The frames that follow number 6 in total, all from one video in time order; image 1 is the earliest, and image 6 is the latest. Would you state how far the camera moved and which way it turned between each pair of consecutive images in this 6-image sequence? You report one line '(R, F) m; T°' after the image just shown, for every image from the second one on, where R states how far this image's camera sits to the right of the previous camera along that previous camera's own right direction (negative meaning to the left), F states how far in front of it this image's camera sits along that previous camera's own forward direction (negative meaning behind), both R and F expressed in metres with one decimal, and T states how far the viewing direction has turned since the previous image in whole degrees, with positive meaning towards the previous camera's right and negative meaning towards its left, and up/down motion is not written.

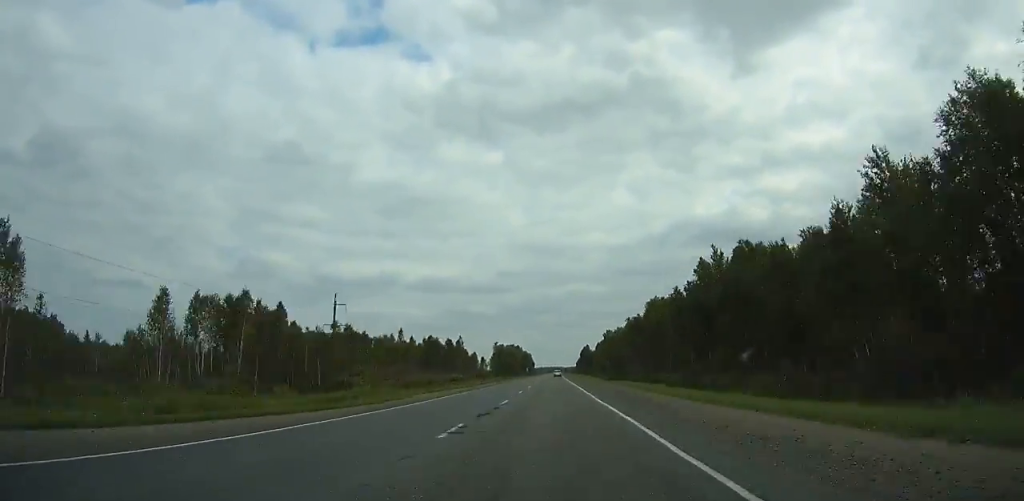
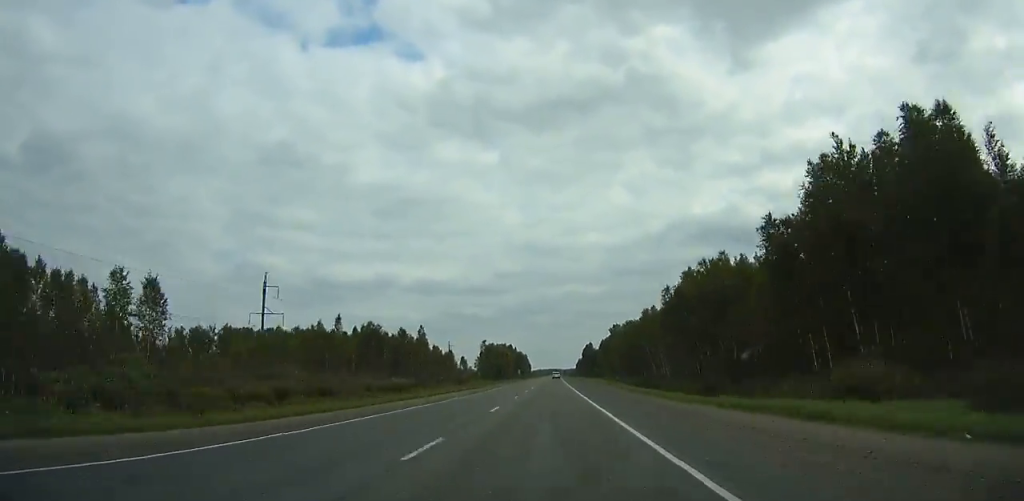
(+0.8, +38.5) m; 0°
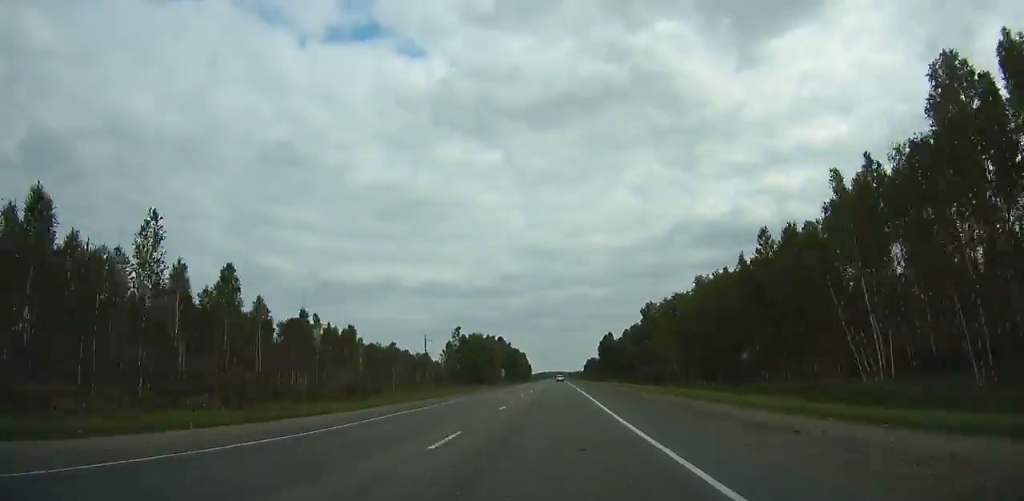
(-2.0, +71.2) m; -1°
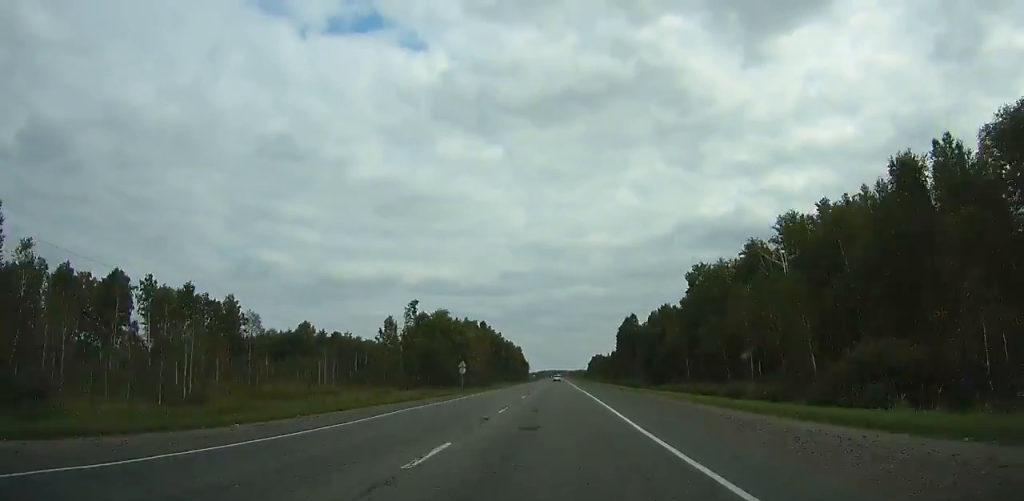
(+0.4, +50.3) m; +1°
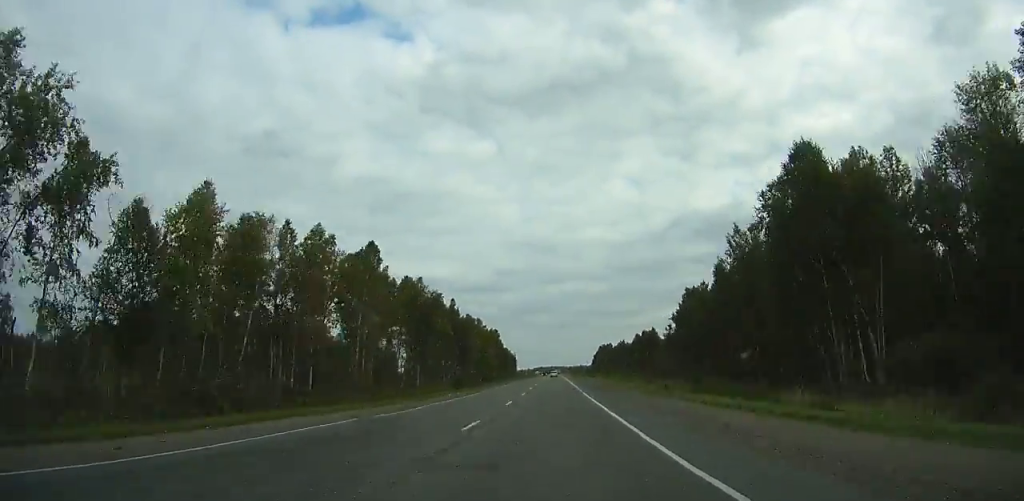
(+0.4, +90.3) m; 0°
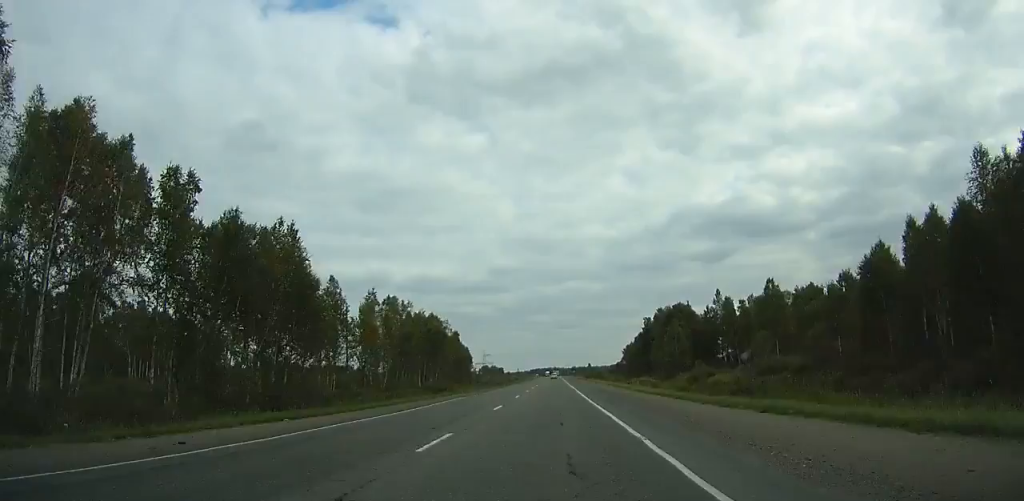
(-0.4, +171.9) m; 0°
